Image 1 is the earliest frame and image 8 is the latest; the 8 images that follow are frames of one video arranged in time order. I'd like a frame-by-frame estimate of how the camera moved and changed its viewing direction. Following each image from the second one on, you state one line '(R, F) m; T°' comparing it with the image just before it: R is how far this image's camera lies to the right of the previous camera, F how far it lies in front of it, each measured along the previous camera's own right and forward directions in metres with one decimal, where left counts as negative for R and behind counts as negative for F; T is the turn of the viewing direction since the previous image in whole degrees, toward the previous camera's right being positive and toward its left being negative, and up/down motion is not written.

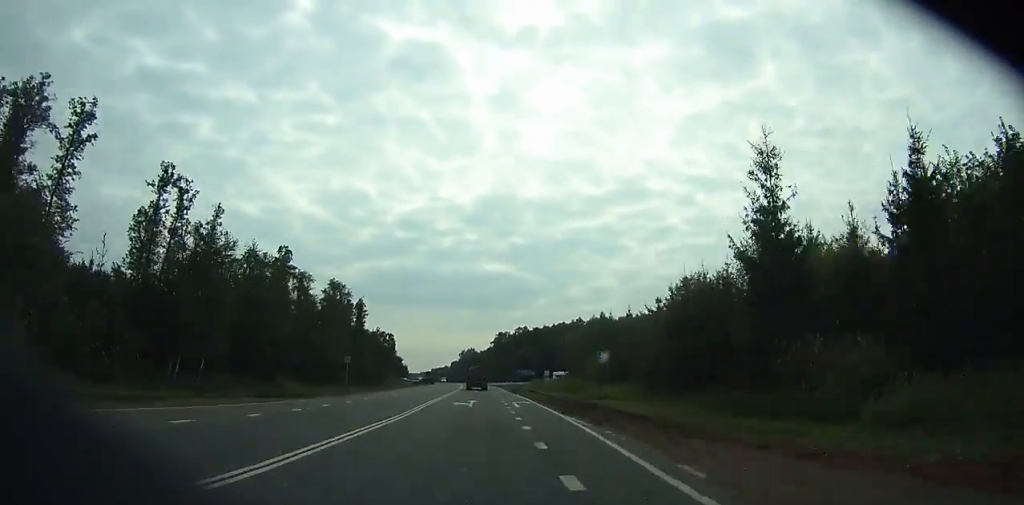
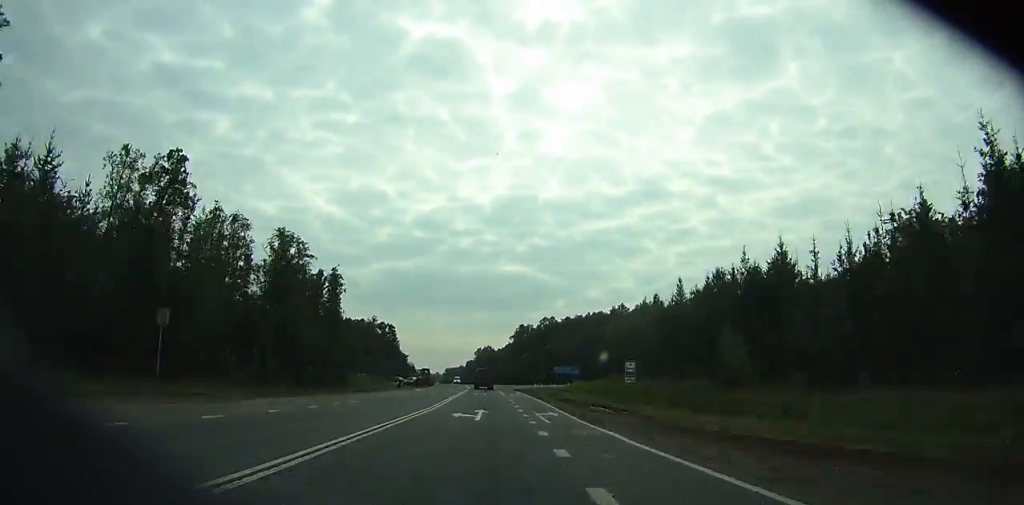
(0.0, +41.7) m; 0°
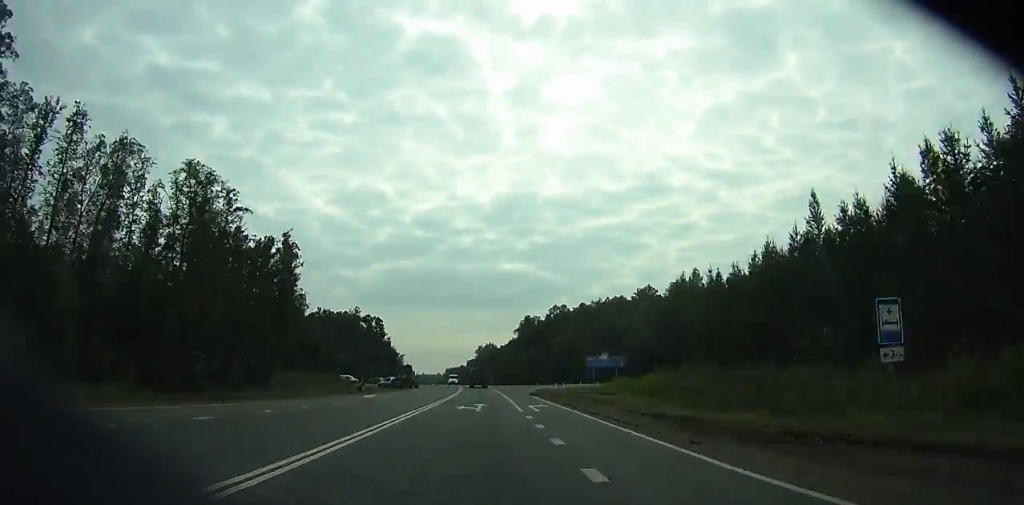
(-0.1, +27.1) m; -1°
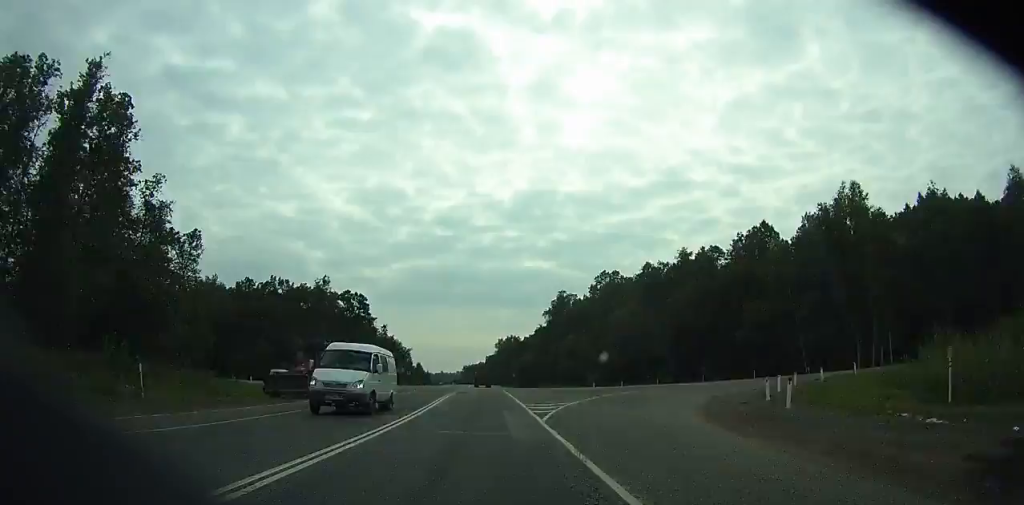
(-0.4, +48.8) m; -1°
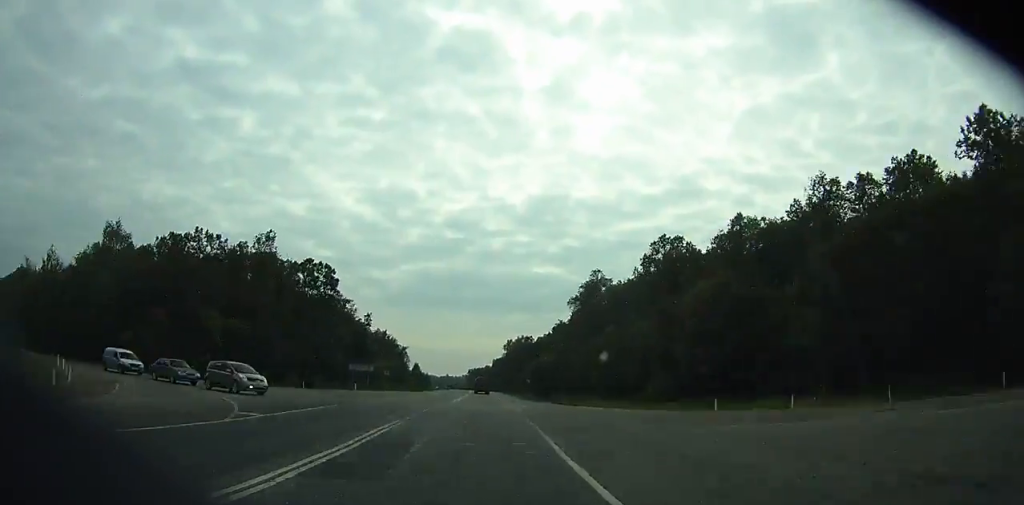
(-0.3, +36.6) m; -1°
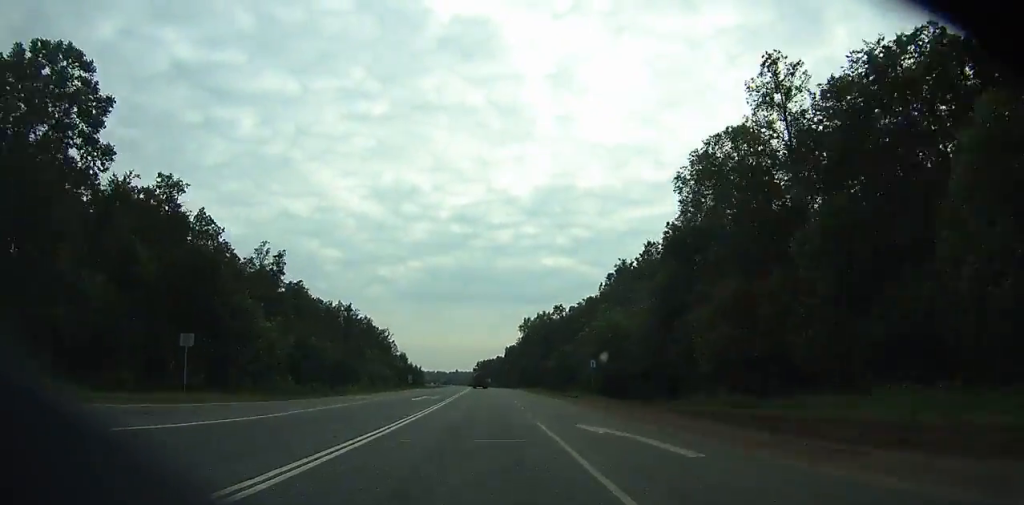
(-1.0, +69.1) m; -1°
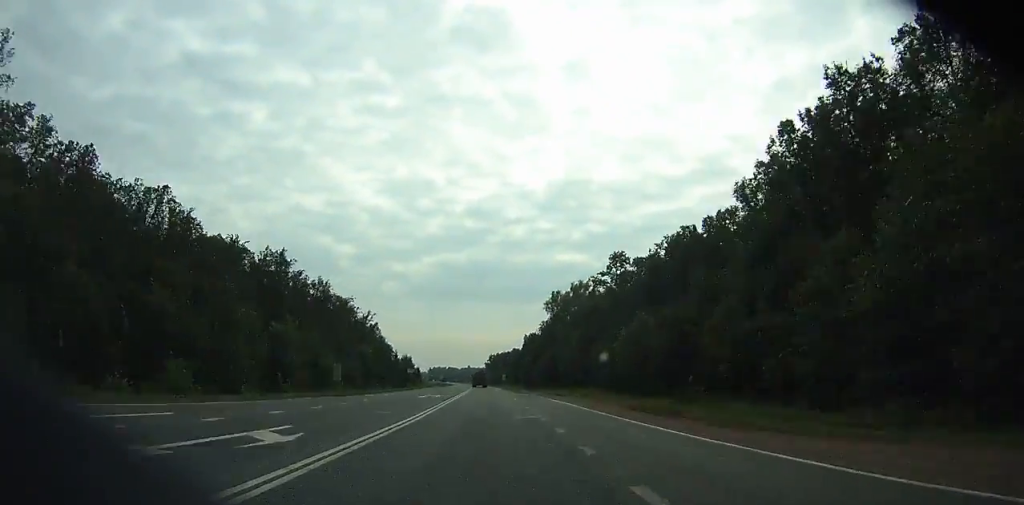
(-0.5, +57.3) m; -1°
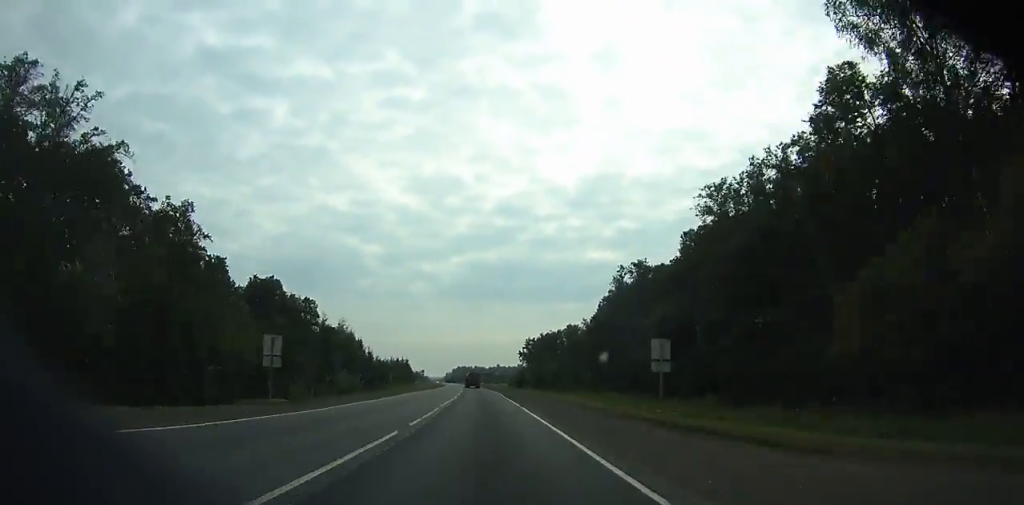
(-2.7, +132.5) m; -3°
